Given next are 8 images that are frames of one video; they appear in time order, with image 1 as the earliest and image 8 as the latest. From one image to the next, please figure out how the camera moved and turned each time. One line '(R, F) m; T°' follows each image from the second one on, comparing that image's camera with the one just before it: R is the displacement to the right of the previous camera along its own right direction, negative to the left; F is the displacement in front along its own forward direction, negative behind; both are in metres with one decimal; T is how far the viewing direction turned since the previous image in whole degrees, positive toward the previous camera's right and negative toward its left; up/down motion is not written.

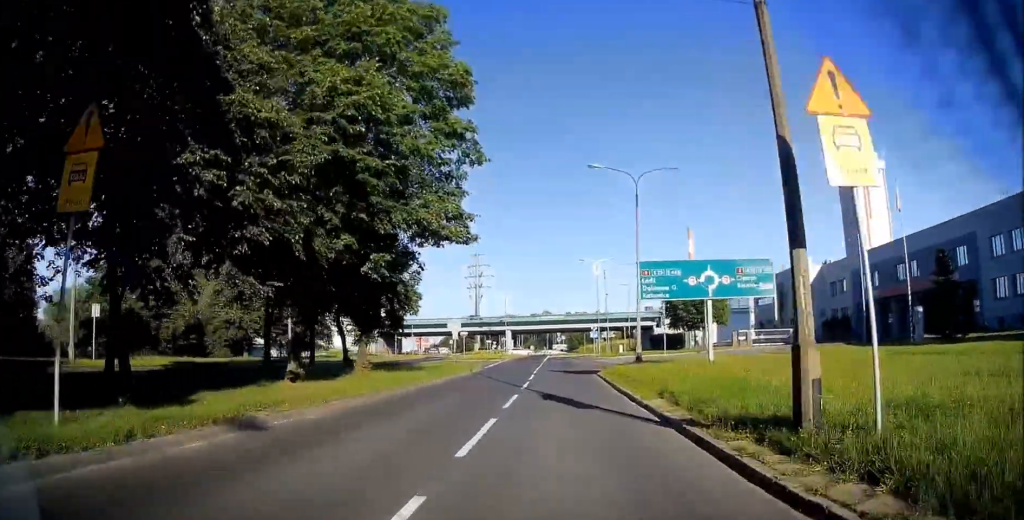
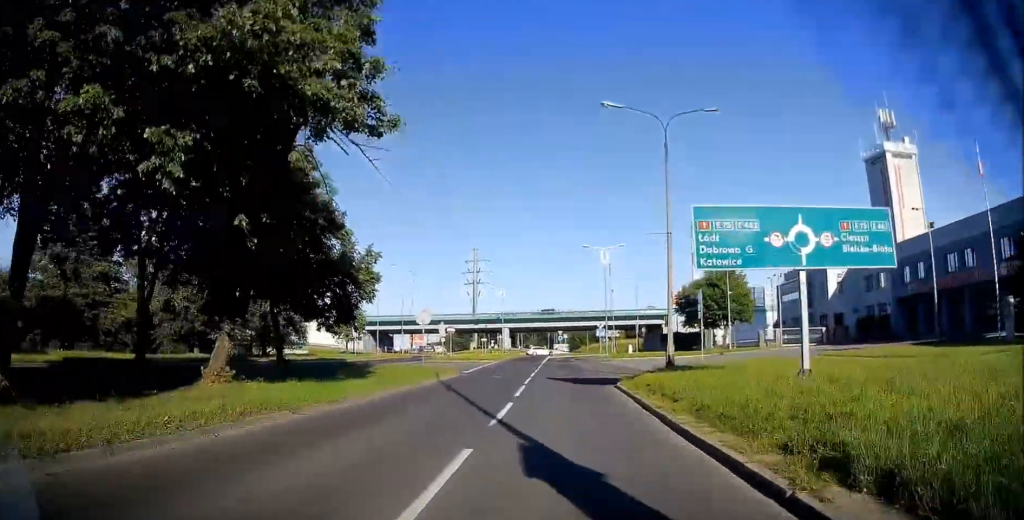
(+0.1, +9.2) m; -3°
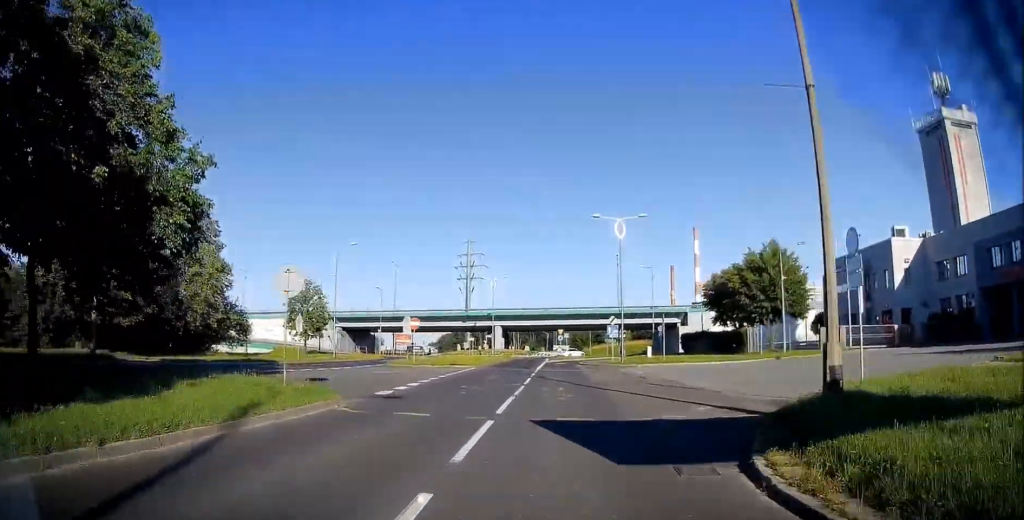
(-0.9, +14.9) m; -2°
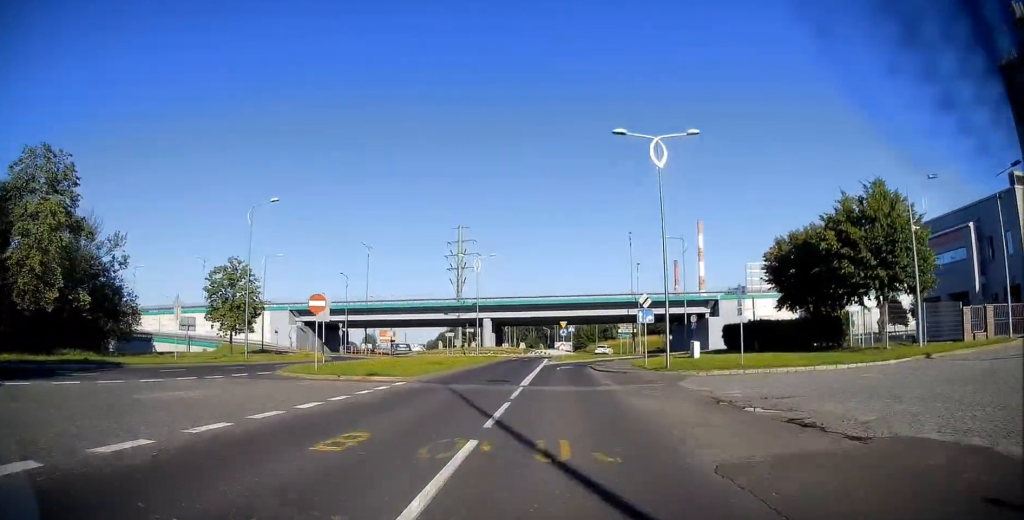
(+0.4, +18.1) m; +1°
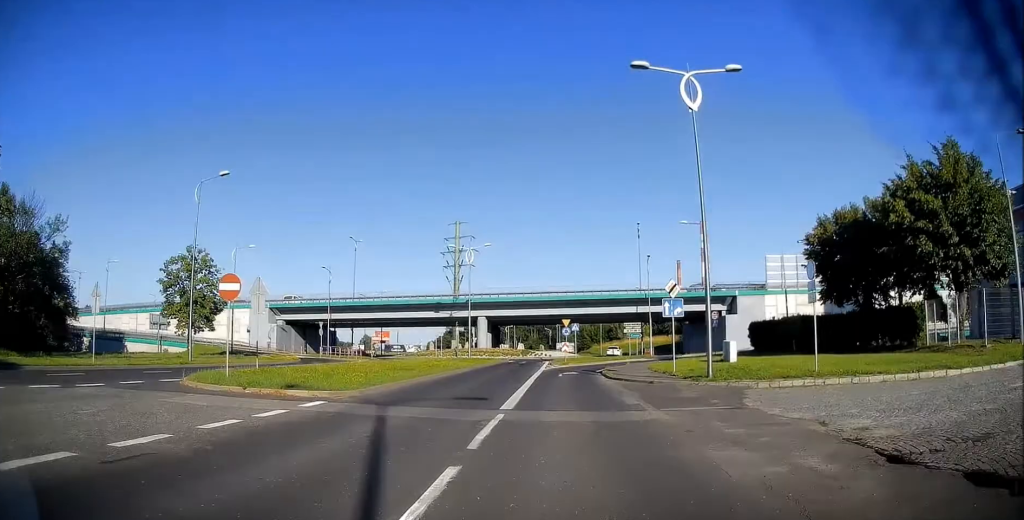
(-0.2, +7.3) m; 0°
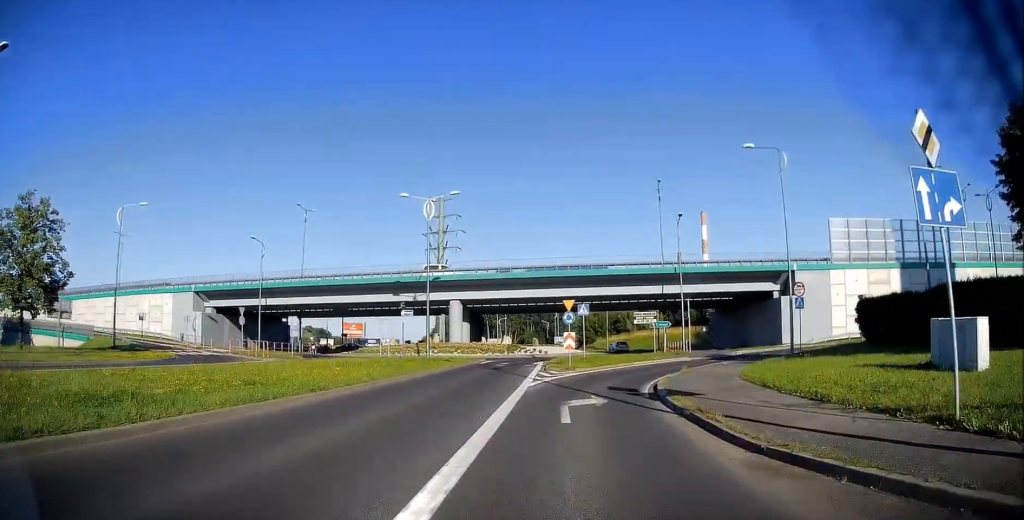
(+0.5, +18.8) m; +2°
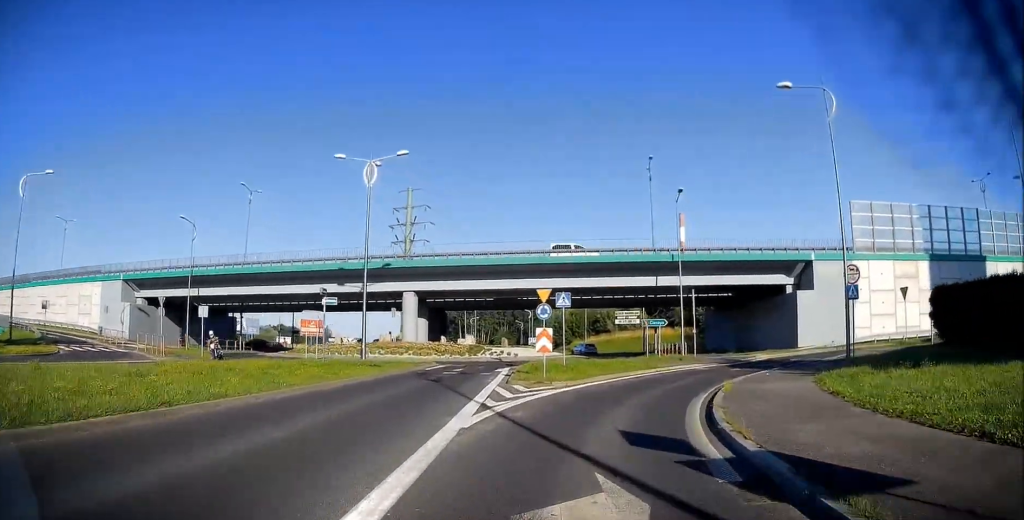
(-0.2, +9.5) m; +3°
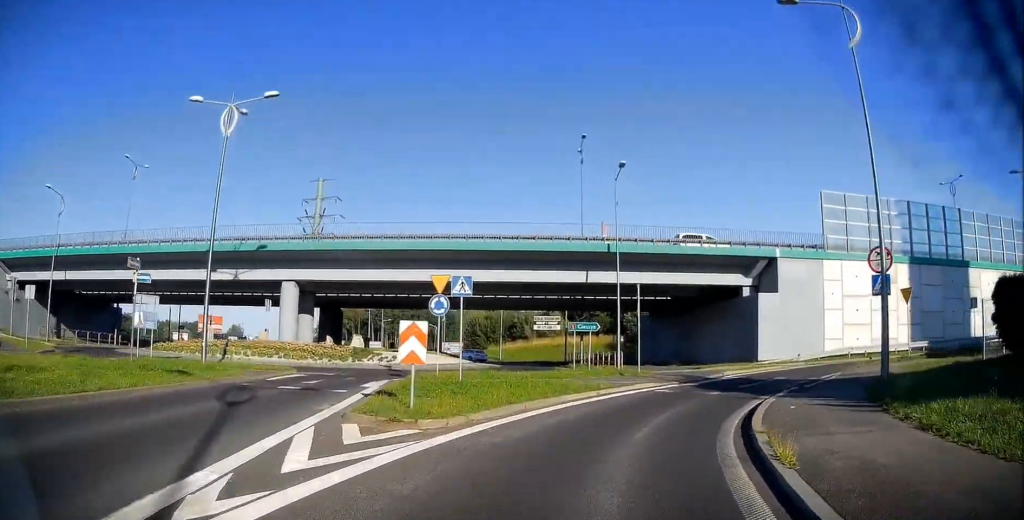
(+0.6, +9.2) m; +10°
